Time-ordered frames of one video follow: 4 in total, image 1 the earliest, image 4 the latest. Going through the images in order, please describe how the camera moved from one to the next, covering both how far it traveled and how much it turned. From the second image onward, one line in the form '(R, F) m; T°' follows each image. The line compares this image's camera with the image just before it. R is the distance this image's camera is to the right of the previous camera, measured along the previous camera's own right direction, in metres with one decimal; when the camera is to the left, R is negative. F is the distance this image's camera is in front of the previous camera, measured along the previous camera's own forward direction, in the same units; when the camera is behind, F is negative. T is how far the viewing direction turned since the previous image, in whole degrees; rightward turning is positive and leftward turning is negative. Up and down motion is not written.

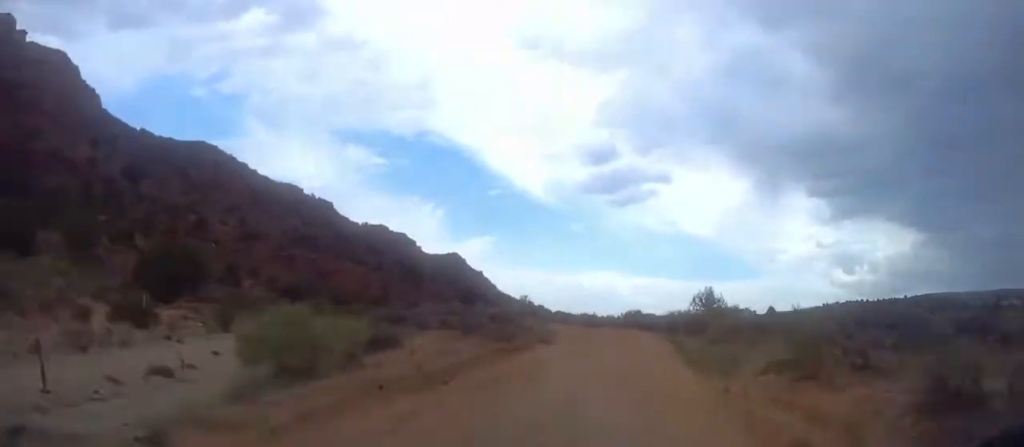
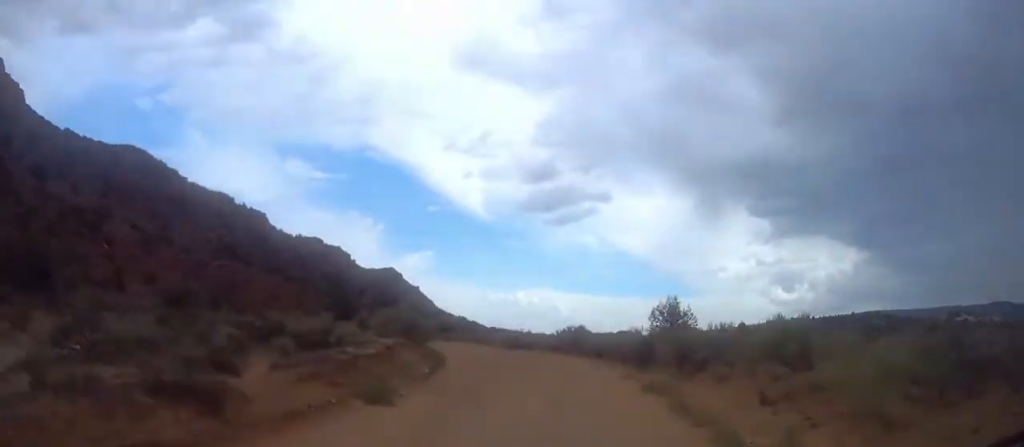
(+0.2, +19.5) m; 0°
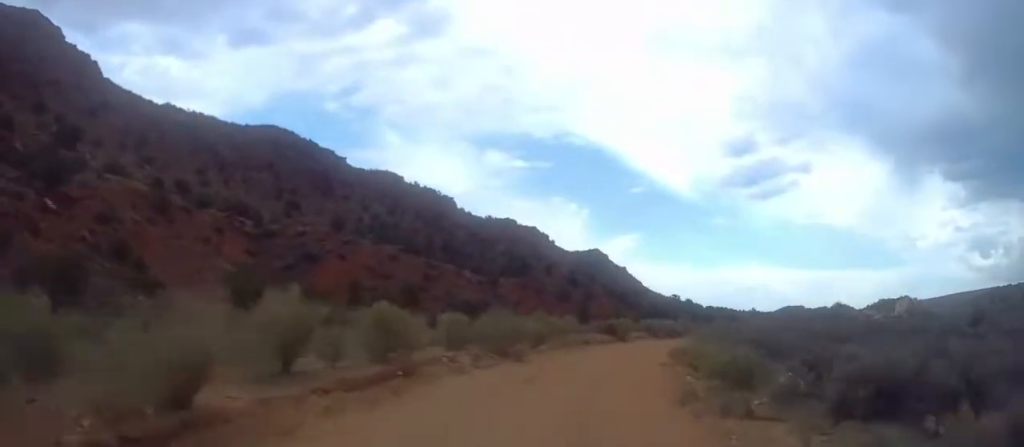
(-7.2, +69.4) m; -9°
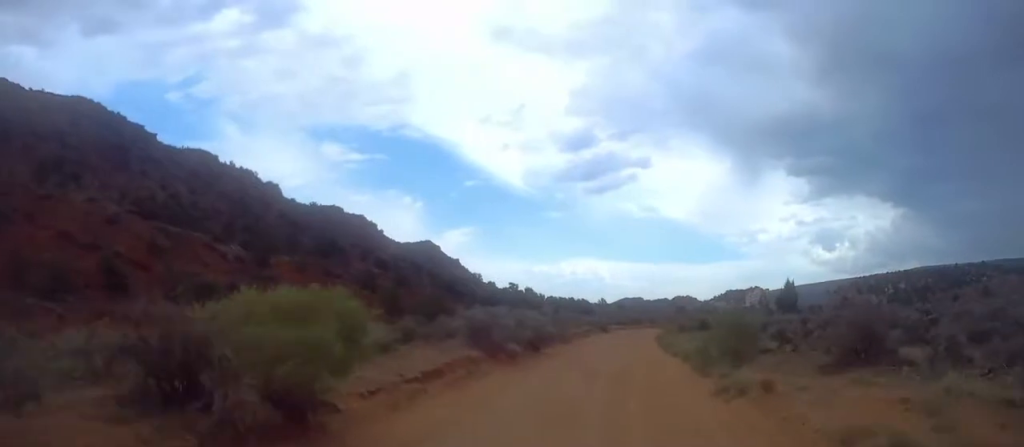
(+3.8, +43.6) m; +9°
